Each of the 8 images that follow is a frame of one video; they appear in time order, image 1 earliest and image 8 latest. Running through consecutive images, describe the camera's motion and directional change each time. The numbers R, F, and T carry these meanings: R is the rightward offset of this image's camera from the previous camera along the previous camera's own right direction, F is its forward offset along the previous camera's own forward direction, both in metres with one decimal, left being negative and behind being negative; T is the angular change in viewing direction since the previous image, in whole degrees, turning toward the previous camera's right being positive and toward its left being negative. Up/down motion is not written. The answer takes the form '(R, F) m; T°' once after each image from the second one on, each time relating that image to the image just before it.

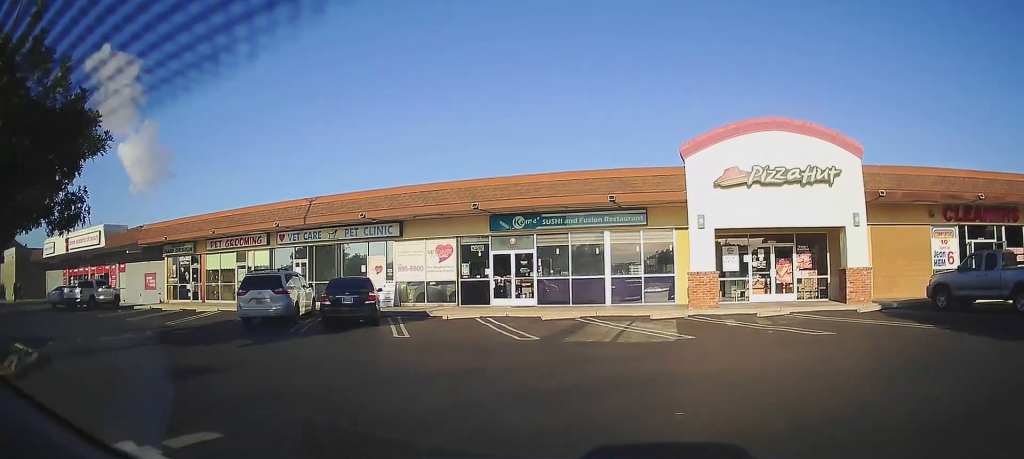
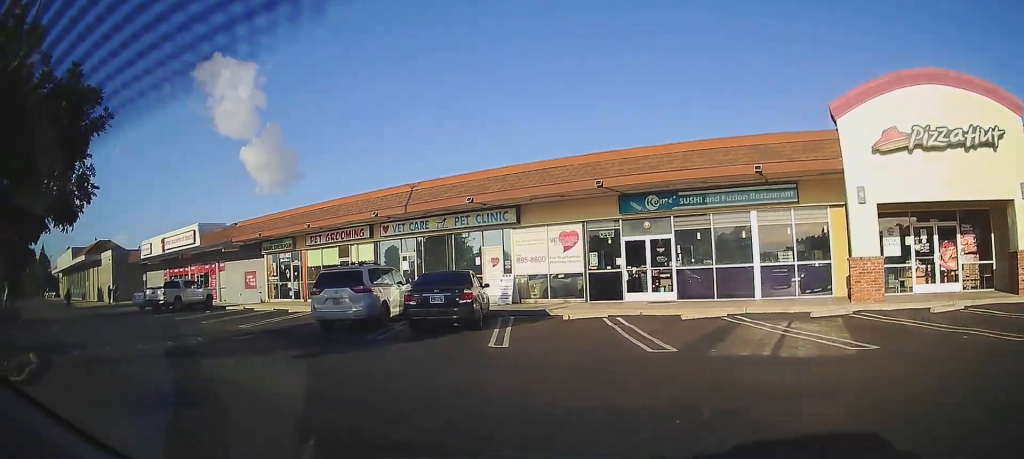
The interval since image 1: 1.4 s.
(-0.2, +4.4) m; -16°
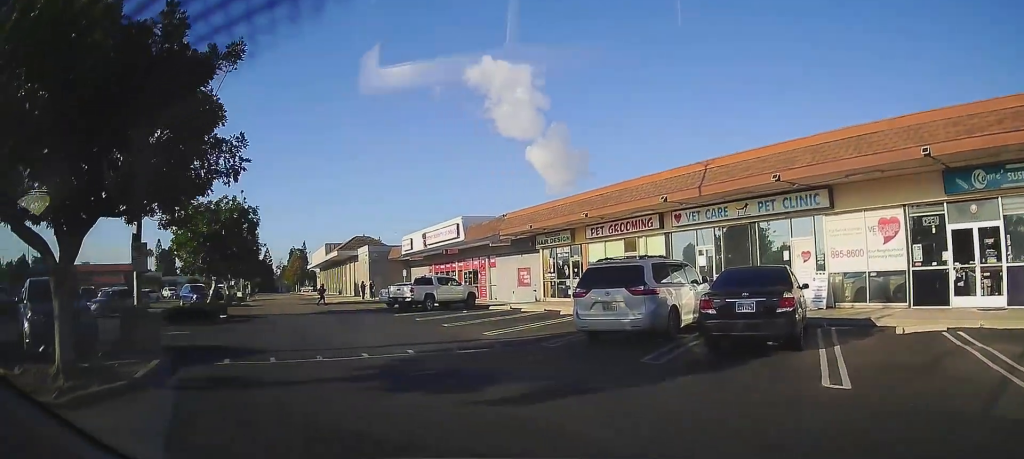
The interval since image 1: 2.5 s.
(-0.7, +3.5) m; -27°
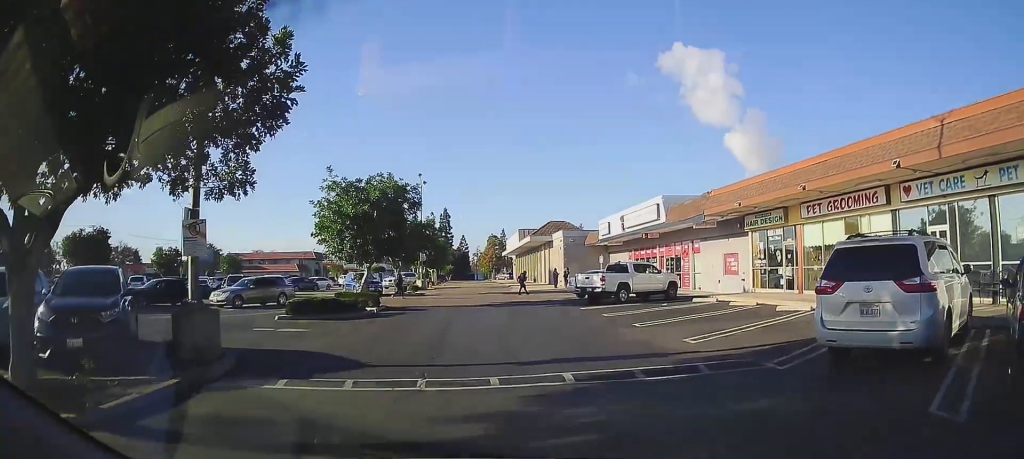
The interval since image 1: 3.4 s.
(-0.7, +3.3) m; -16°
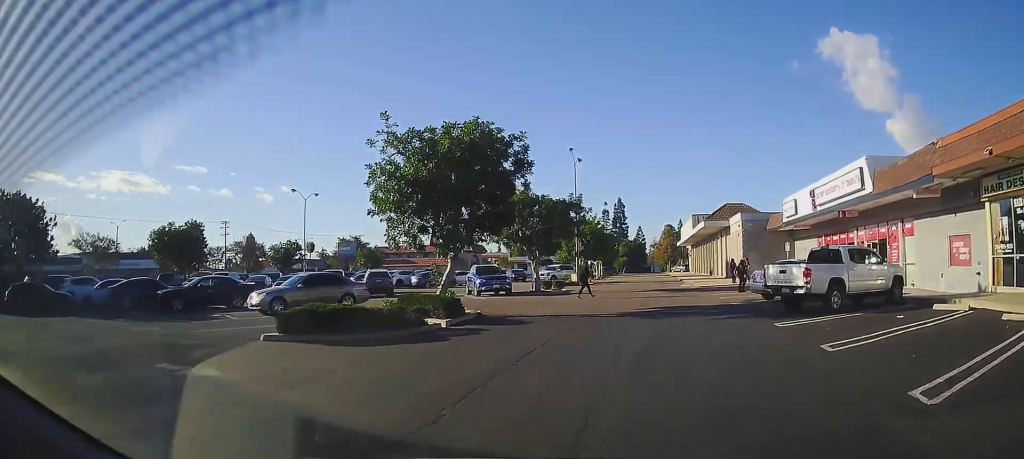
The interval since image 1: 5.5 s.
(-1.7, +7.5) m; -21°
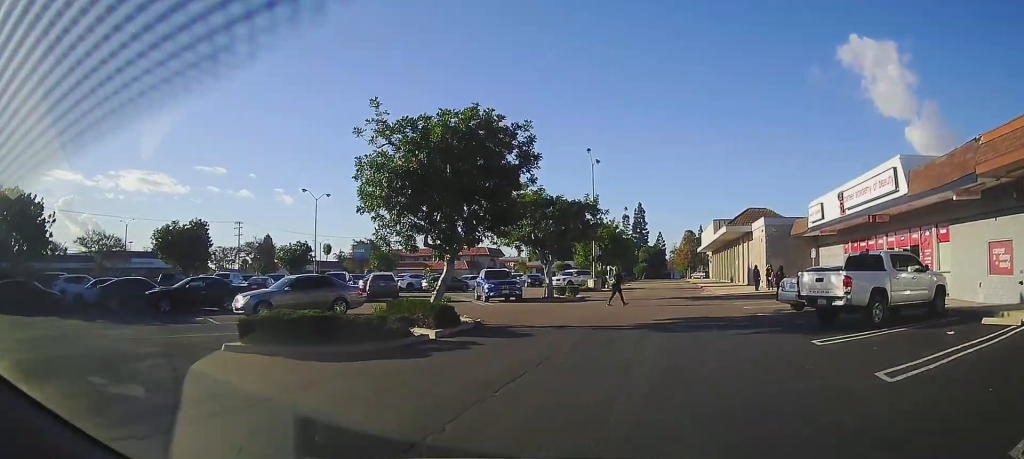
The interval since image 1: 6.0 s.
(-0.1, +1.9) m; -5°
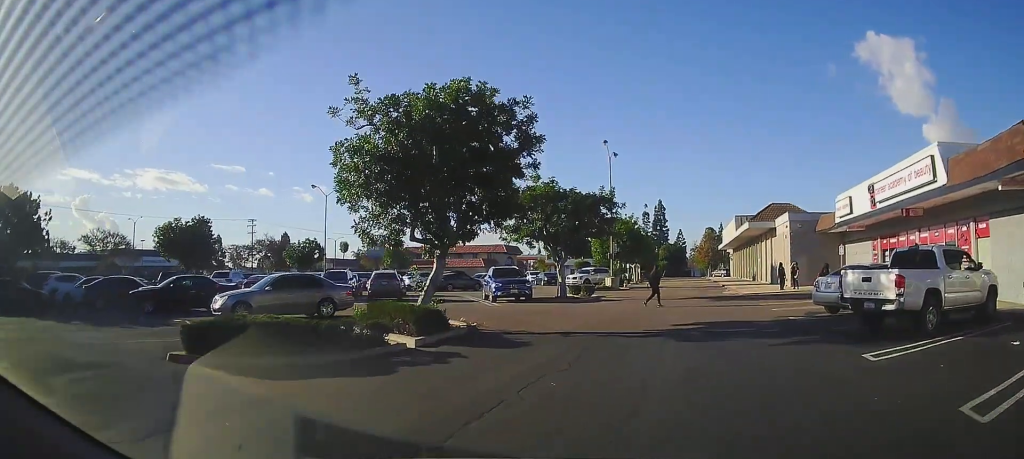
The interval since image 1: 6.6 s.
(0.0, +1.9) m; -5°
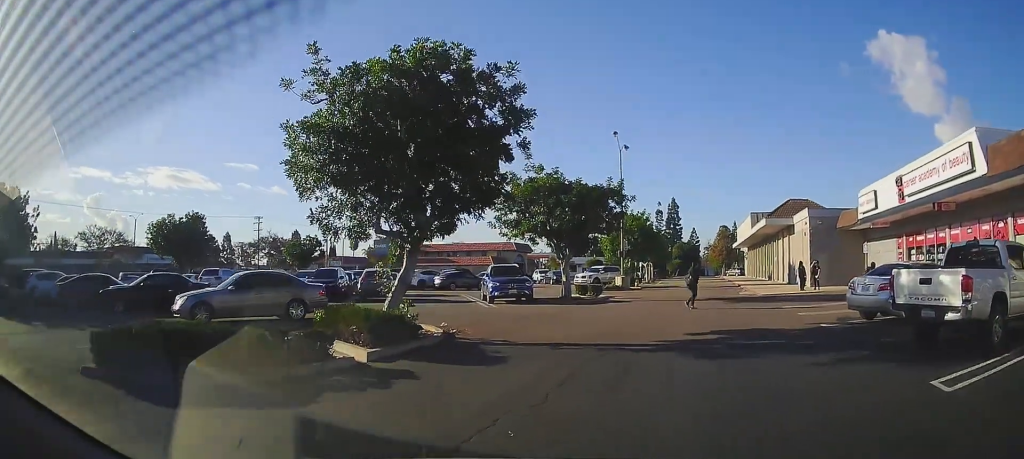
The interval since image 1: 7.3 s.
(-0.2, +1.9) m; -3°
